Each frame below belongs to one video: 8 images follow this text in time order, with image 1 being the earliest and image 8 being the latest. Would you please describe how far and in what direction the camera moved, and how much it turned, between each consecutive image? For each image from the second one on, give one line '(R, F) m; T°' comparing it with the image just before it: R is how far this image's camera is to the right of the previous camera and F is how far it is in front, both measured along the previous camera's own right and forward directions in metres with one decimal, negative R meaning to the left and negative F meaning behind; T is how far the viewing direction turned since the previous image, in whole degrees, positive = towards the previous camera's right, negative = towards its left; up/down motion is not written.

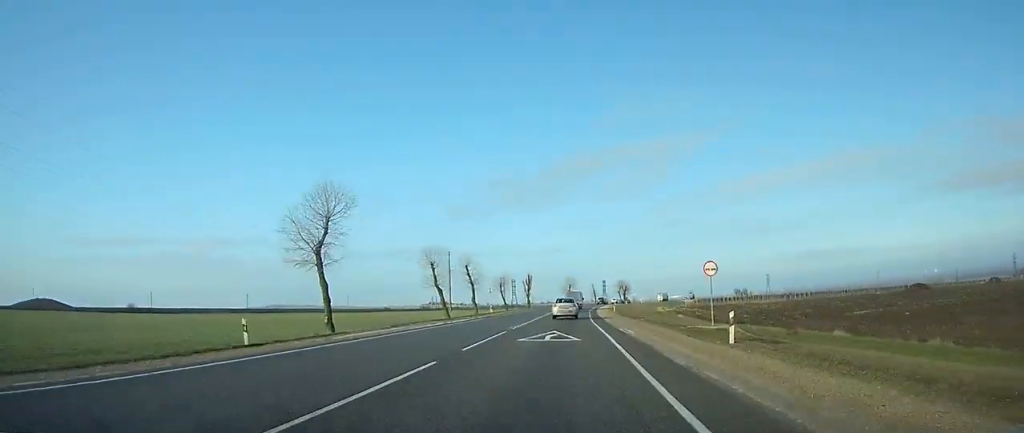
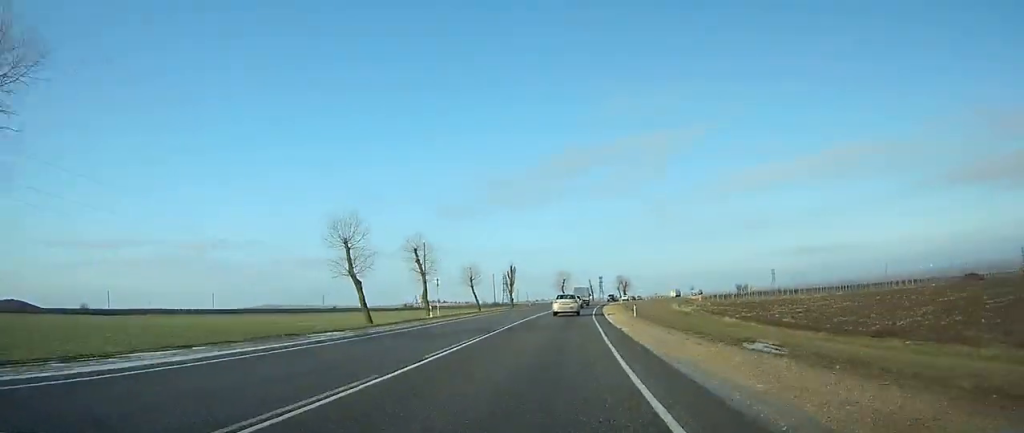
(0.0, +25.6) m; +1°
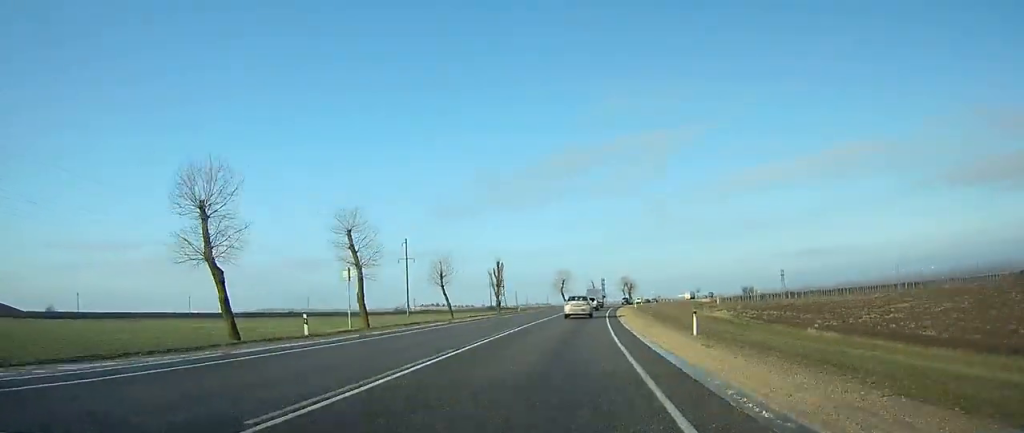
(+0.2, +18.5) m; +1°
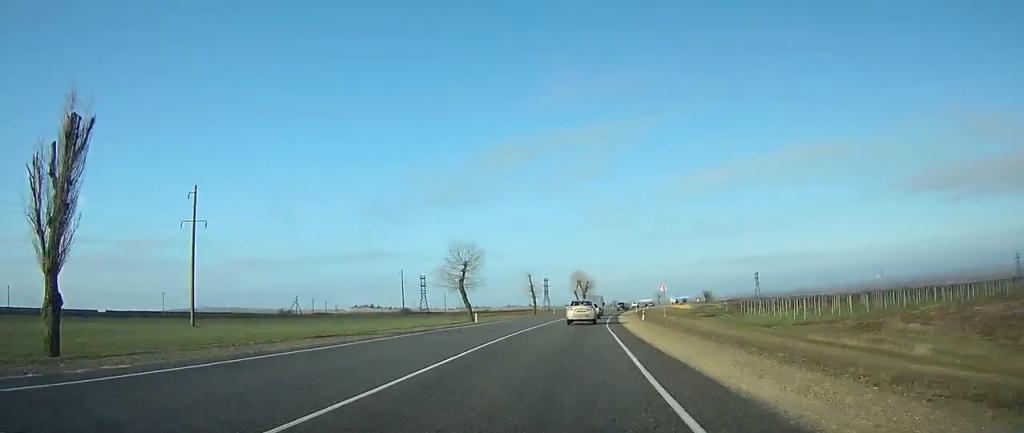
(+2.8, +67.8) m; +5°
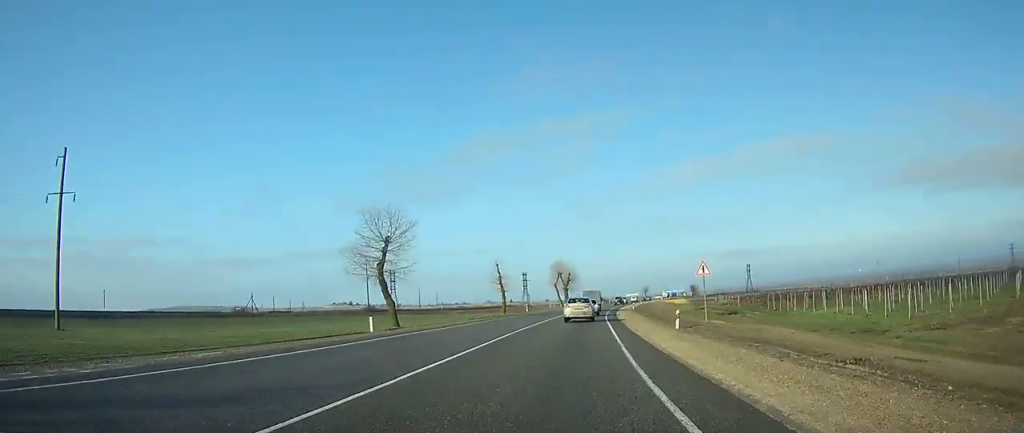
(+0.2, +21.6) m; +2°
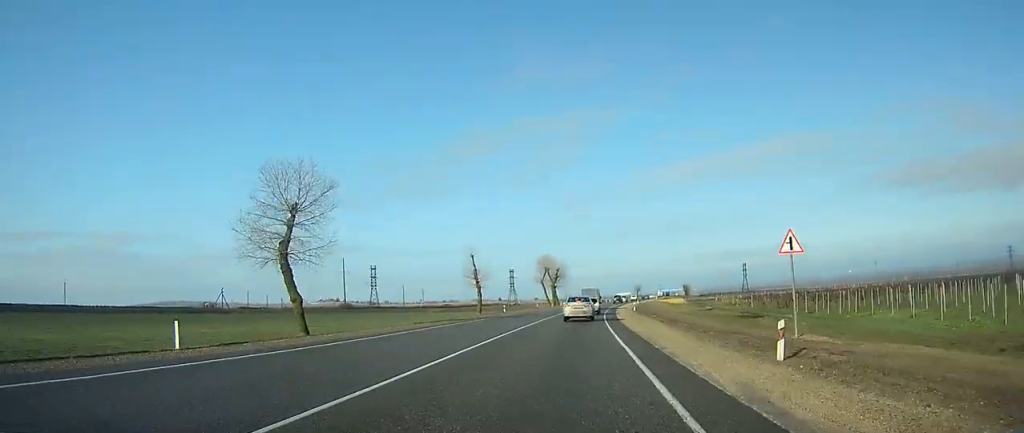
(+0.3, +13.1) m; +1°
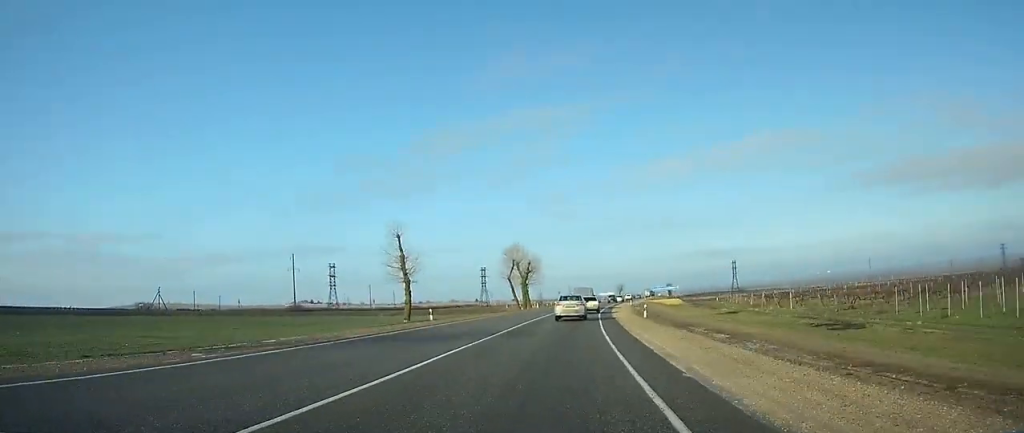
(+0.3, +23.9) m; +2°
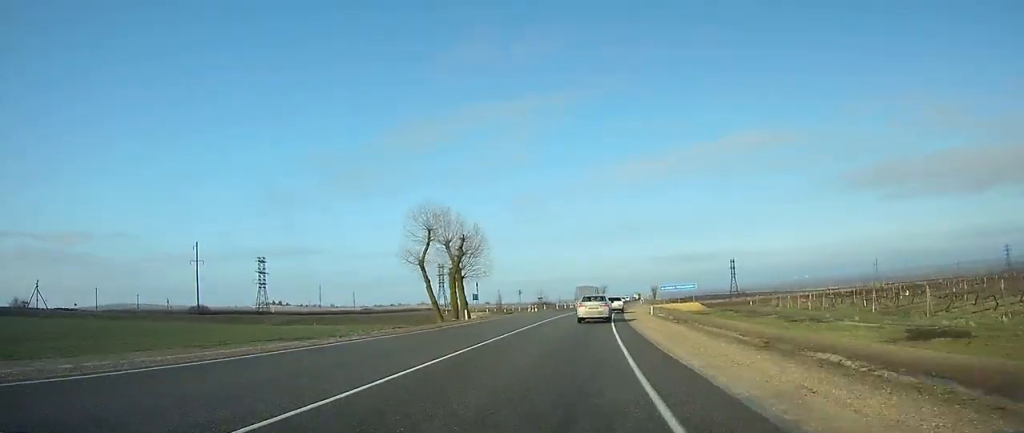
(+1.2, +41.2) m; +3°
